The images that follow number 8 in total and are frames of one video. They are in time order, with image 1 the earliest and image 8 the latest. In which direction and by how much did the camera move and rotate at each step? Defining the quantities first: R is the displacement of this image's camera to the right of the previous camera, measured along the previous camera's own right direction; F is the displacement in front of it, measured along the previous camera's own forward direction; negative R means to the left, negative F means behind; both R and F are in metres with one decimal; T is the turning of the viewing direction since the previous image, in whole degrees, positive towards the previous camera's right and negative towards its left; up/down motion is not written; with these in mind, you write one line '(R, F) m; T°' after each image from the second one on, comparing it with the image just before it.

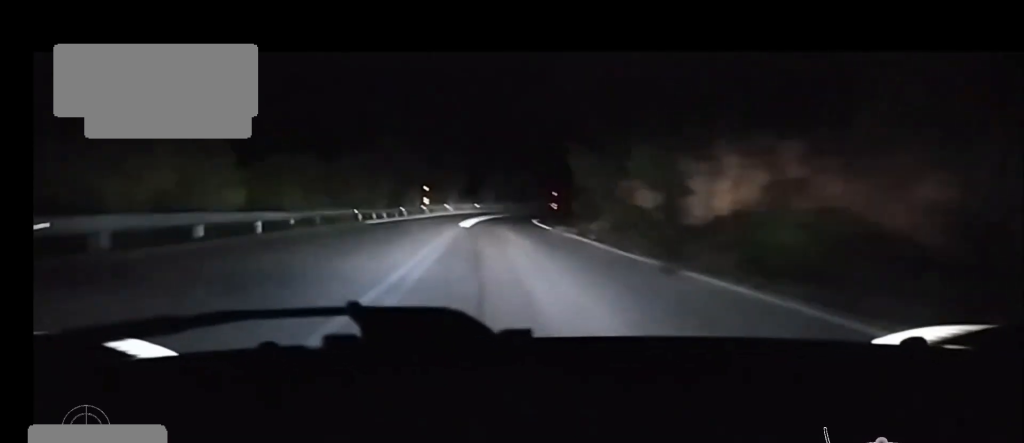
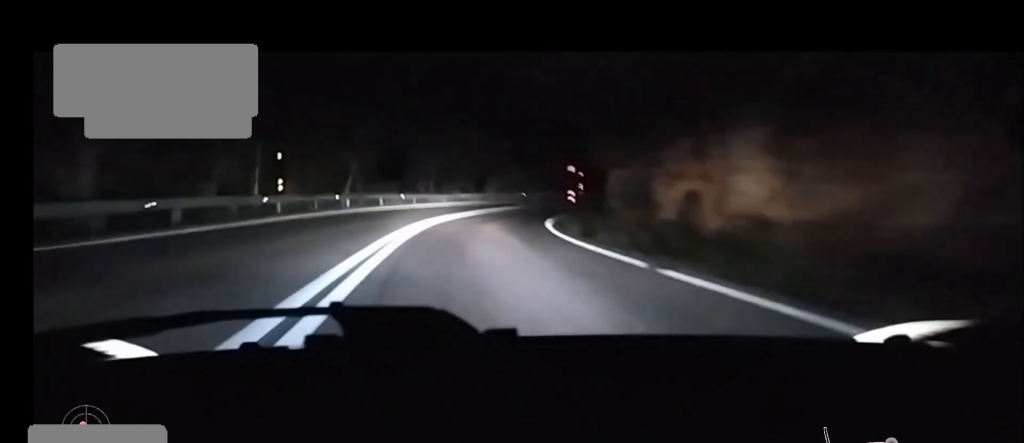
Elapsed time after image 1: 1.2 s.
(+1.1, +31.4) m; +4°
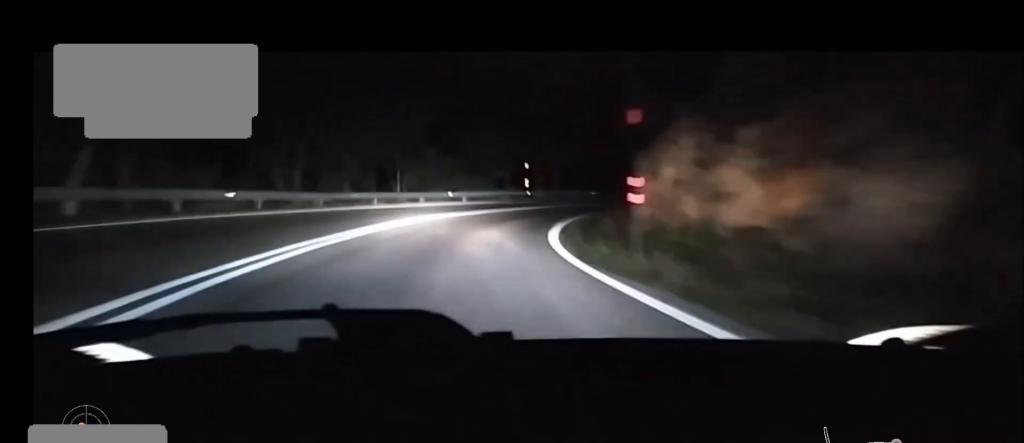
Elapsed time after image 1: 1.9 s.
(+0.5, +18.1) m; +5°
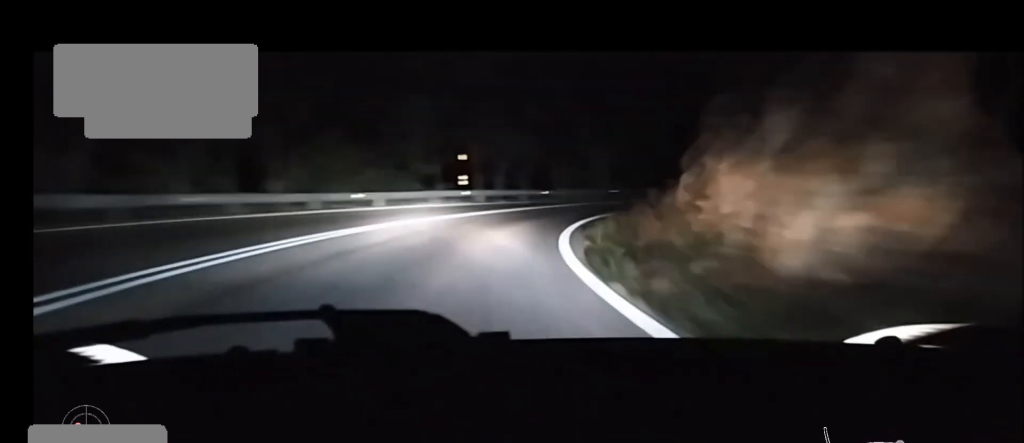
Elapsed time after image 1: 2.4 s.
(-0.3, +11.2) m; +5°
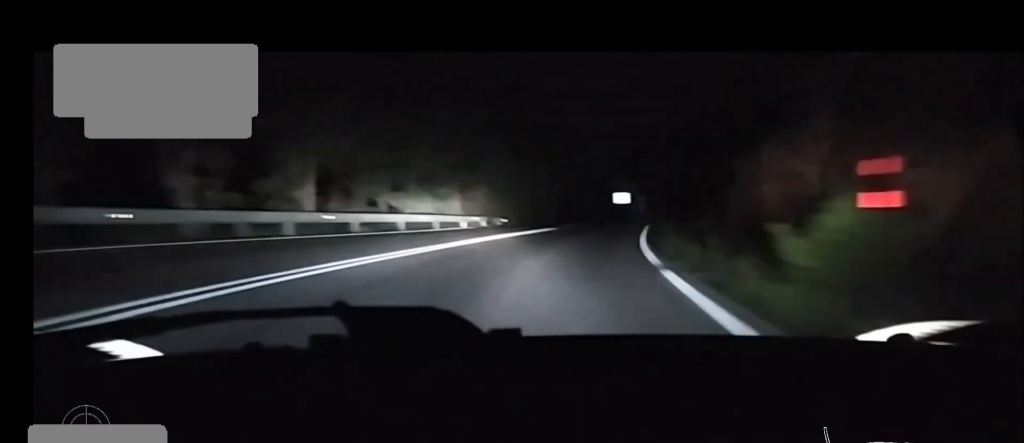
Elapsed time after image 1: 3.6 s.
(+4.2, +26.3) m; +20°
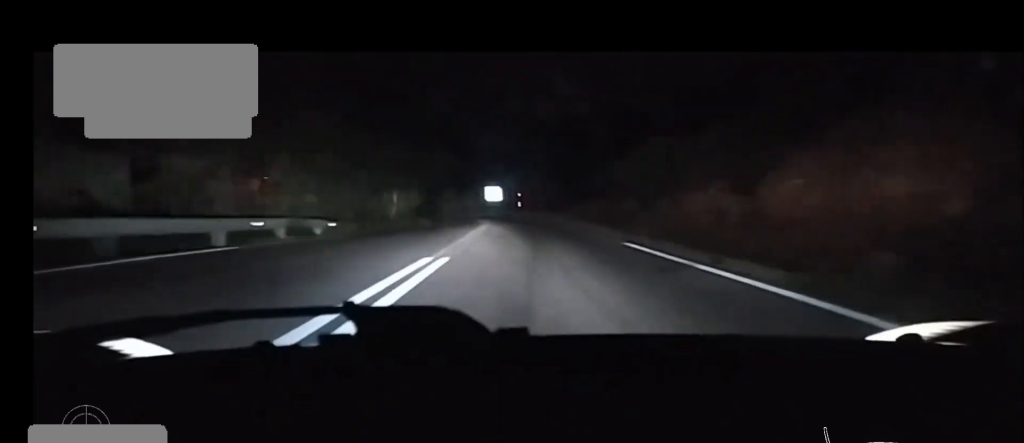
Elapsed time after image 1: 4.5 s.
(+2.7, +18.6) m; +14°
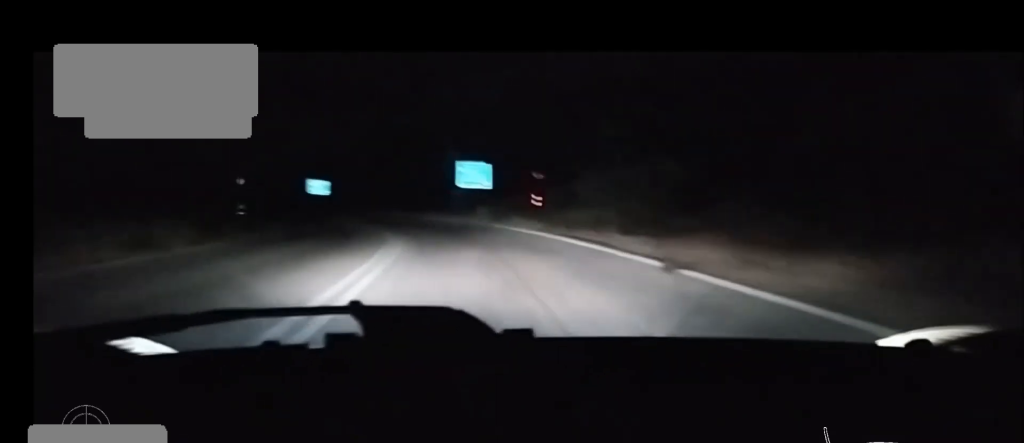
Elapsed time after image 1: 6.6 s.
(+6.3, +46.8) m; +6°
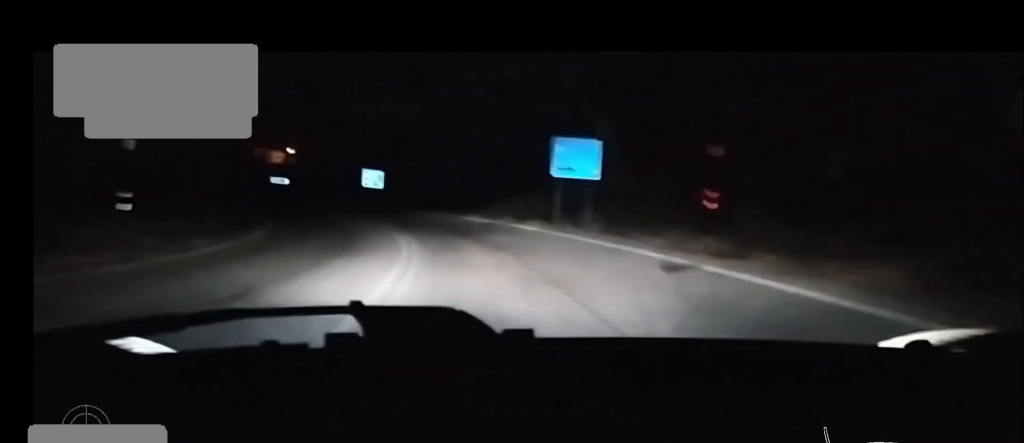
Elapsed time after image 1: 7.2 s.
(-0.5, +14.4) m; -4°
